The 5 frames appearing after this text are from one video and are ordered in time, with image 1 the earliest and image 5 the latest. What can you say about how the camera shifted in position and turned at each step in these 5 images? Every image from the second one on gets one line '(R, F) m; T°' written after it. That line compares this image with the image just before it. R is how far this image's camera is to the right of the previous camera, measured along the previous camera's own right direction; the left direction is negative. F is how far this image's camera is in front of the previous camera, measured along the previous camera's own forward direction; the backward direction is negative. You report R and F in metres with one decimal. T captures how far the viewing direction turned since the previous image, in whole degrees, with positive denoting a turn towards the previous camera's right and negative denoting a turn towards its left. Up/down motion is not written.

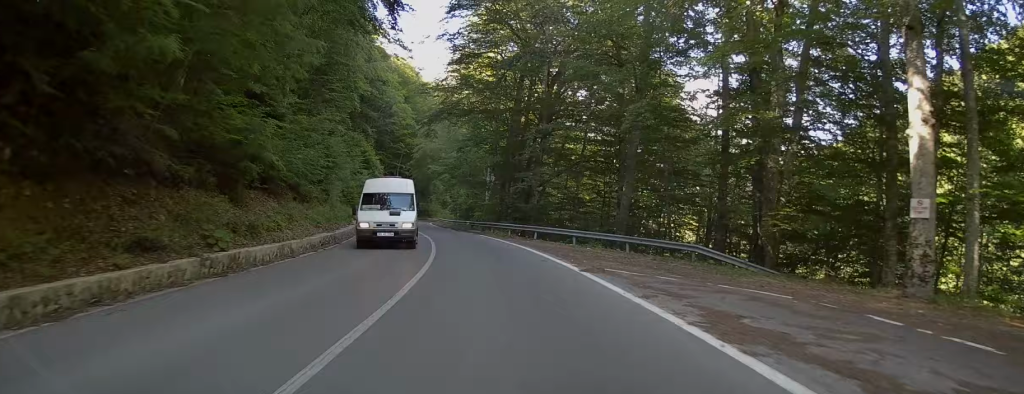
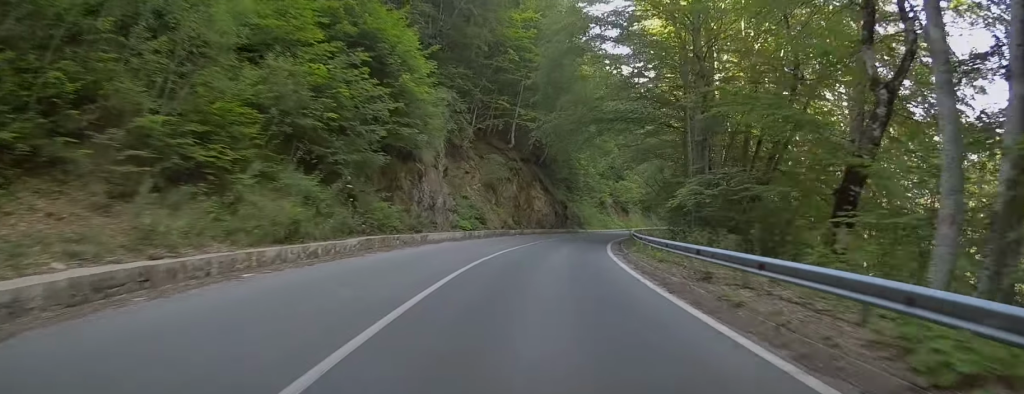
(-8.1, +64.7) m; -11°
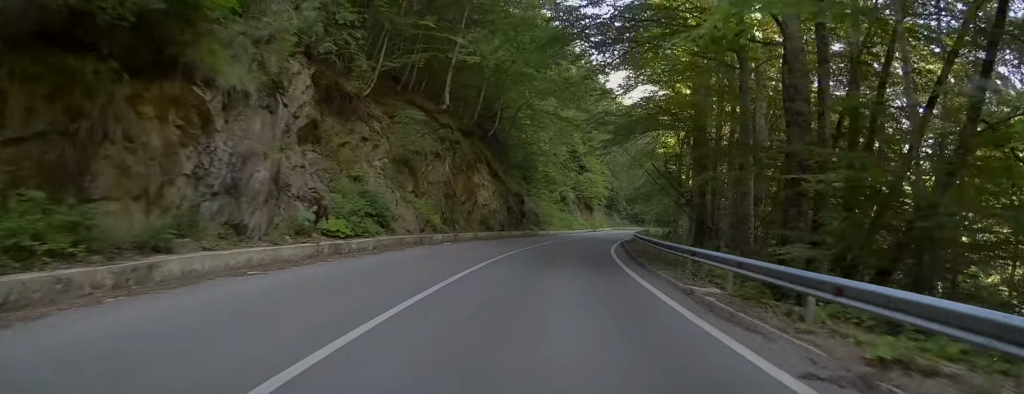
(+0.2, +18.7) m; +3°
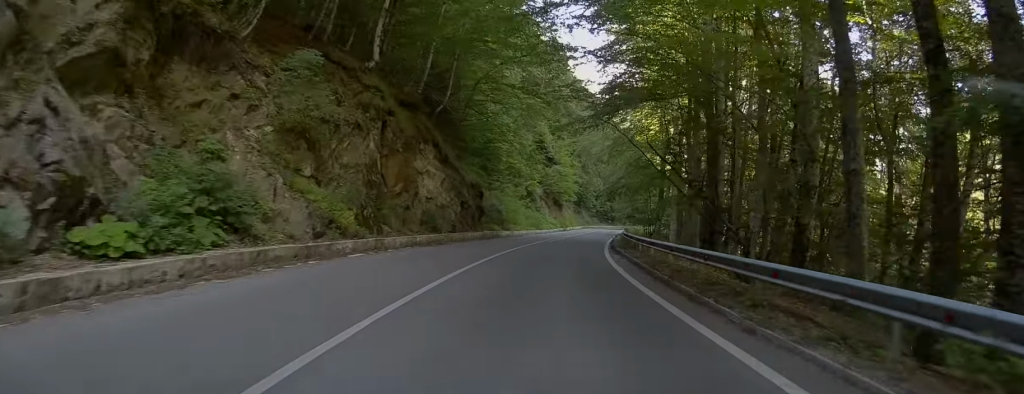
(0.0, +10.1) m; +3°
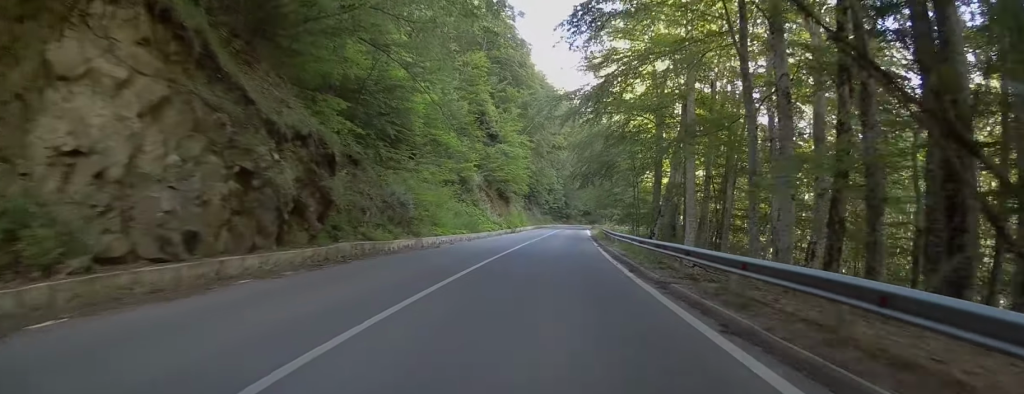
(+1.6, +23.2) m; +5°
